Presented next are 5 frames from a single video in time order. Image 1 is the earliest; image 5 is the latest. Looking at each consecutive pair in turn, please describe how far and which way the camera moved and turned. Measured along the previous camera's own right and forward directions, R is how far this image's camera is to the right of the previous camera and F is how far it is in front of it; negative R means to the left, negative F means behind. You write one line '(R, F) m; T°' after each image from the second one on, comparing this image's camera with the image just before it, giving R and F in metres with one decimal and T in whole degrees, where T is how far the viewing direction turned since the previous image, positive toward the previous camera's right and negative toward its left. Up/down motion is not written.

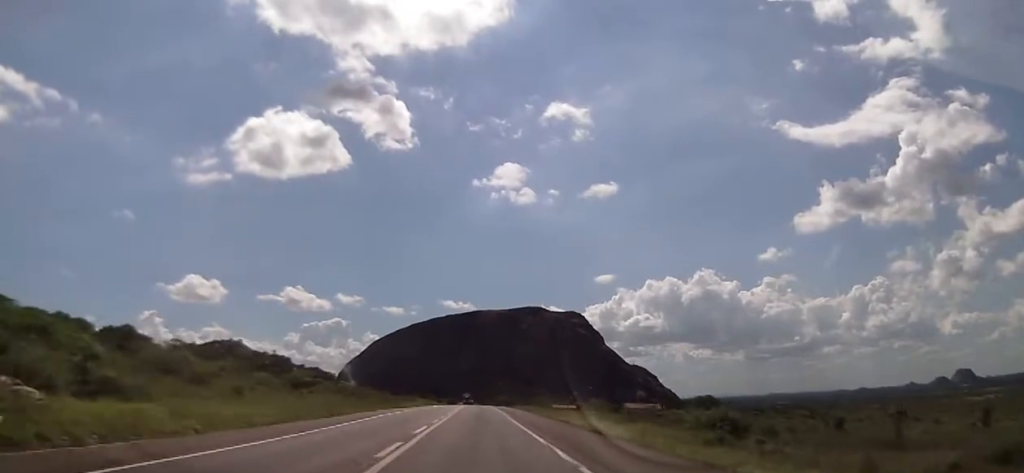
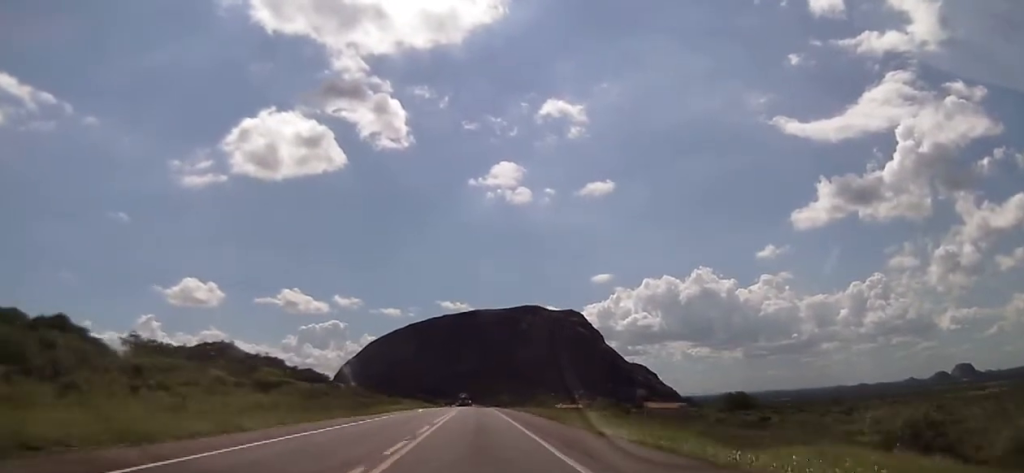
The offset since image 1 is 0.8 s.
(-0.3, +21.5) m; +1°
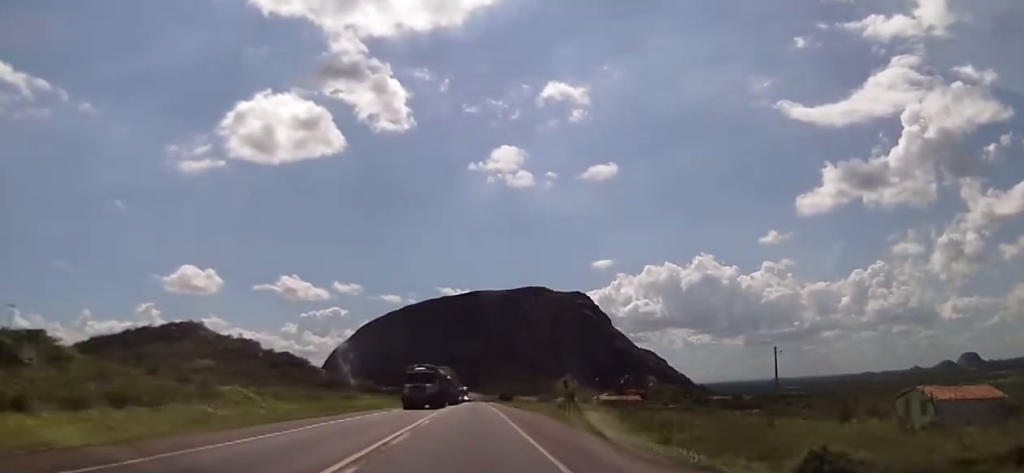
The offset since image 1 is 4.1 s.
(+4.9, +97.7) m; 0°
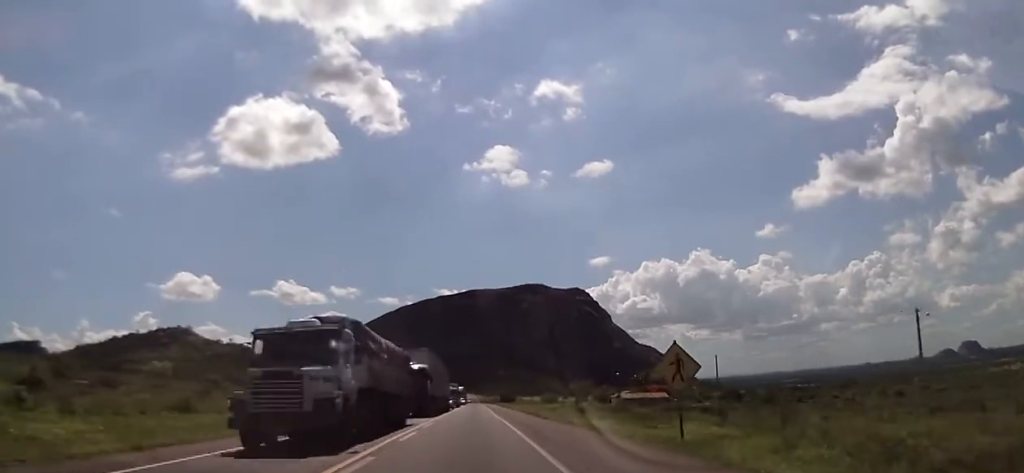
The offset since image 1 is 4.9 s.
(-0.1, +26.0) m; 0°
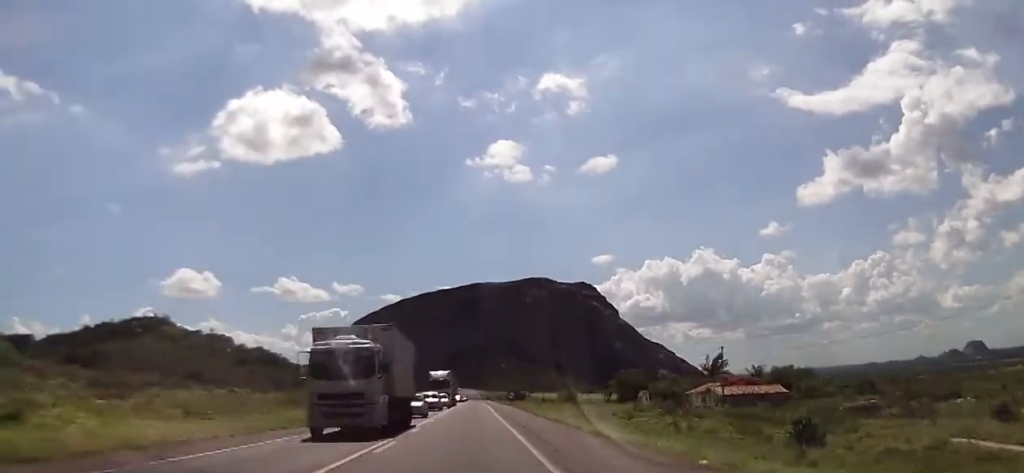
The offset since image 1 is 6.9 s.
(+0.3, +57.3) m; +1°
